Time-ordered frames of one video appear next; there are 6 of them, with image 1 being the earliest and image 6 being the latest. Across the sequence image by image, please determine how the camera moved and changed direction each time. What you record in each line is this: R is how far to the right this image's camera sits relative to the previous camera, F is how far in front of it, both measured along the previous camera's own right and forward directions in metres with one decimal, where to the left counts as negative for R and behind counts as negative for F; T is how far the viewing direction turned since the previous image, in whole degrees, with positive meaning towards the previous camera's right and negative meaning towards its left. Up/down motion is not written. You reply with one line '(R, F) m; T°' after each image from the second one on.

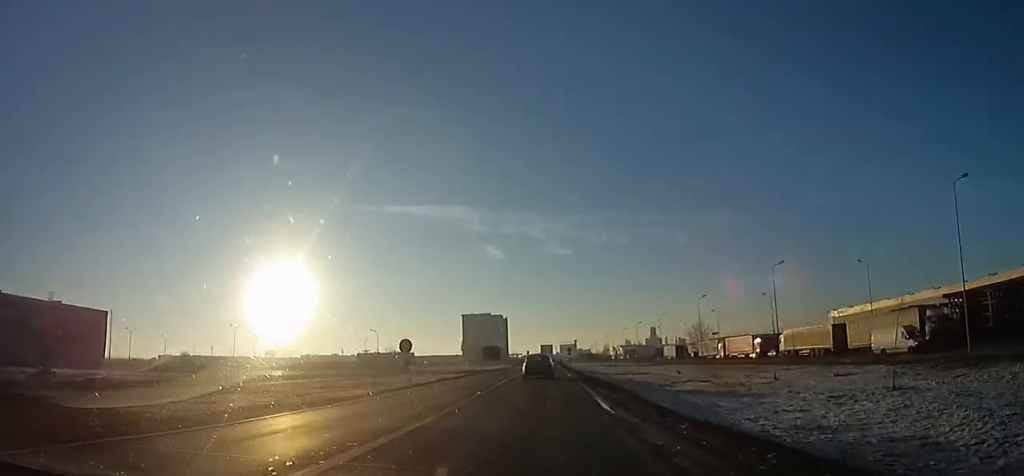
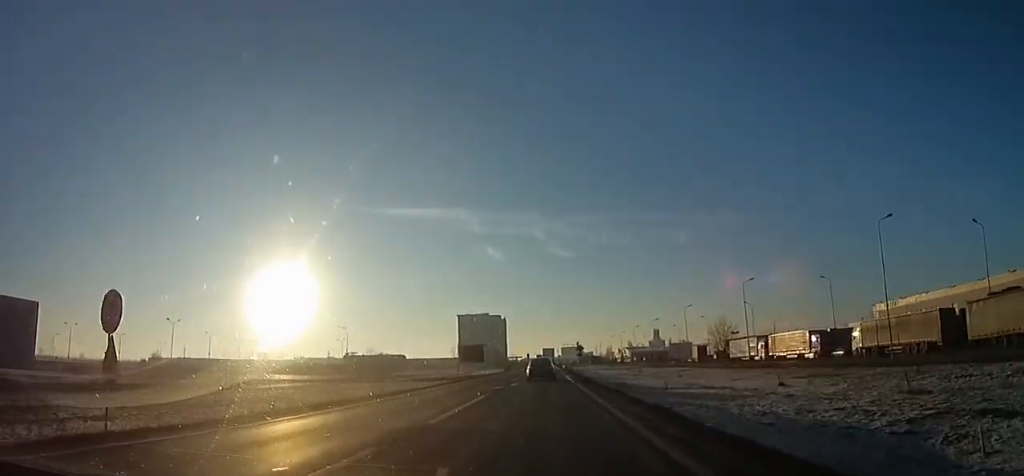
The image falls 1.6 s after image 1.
(0.0, +20.3) m; 0°
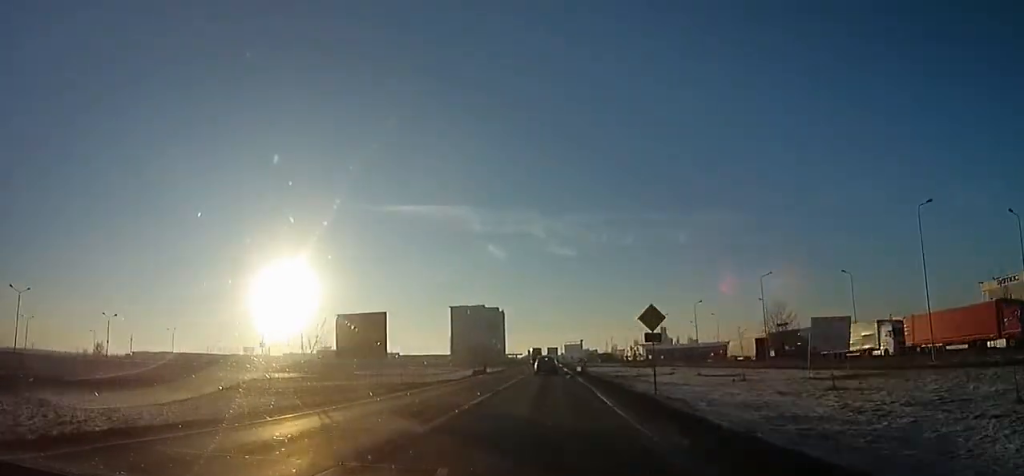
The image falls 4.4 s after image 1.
(-0.2, +34.3) m; 0°
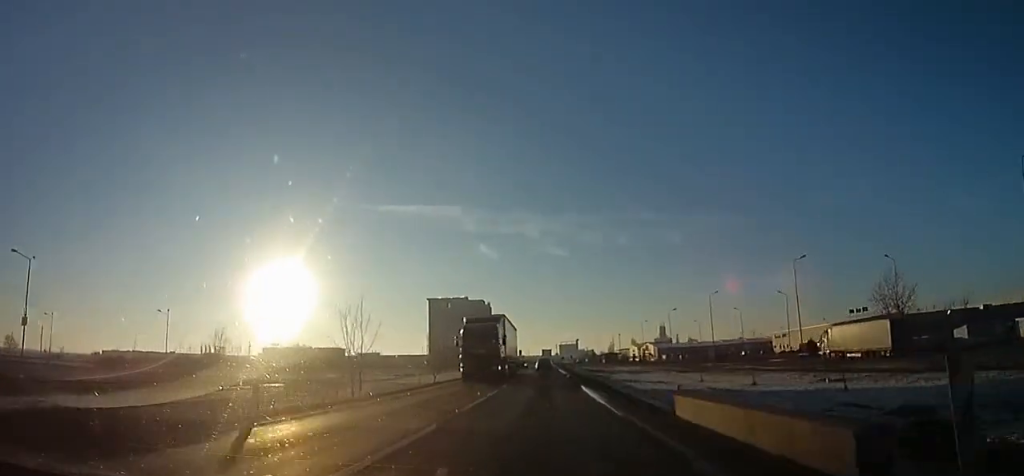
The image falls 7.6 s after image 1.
(+0.3, +40.4) m; +1°
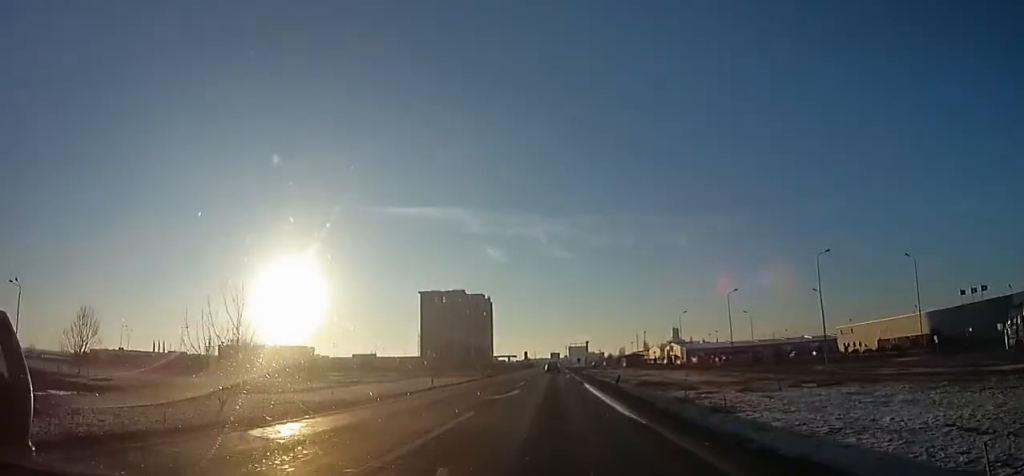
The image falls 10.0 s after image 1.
(0.0, +32.7) m; -2°
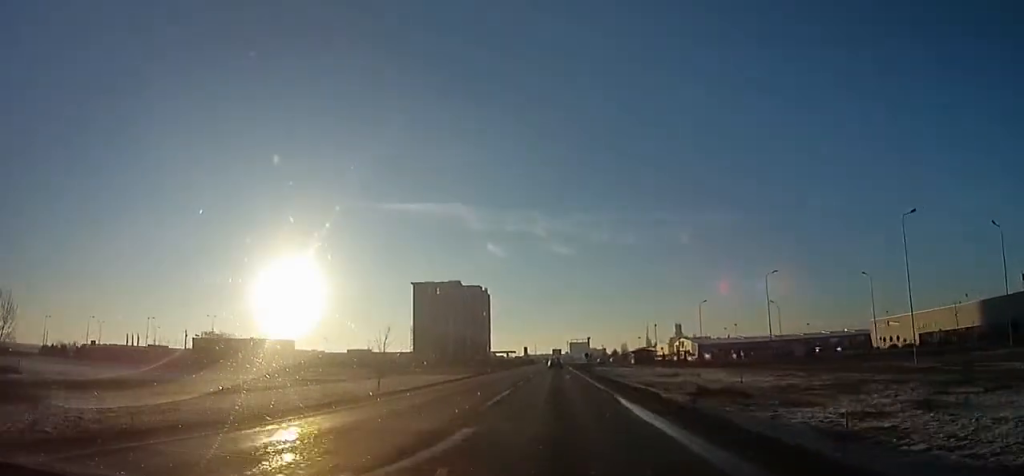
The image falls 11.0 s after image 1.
(-0.6, +14.9) m; 0°
